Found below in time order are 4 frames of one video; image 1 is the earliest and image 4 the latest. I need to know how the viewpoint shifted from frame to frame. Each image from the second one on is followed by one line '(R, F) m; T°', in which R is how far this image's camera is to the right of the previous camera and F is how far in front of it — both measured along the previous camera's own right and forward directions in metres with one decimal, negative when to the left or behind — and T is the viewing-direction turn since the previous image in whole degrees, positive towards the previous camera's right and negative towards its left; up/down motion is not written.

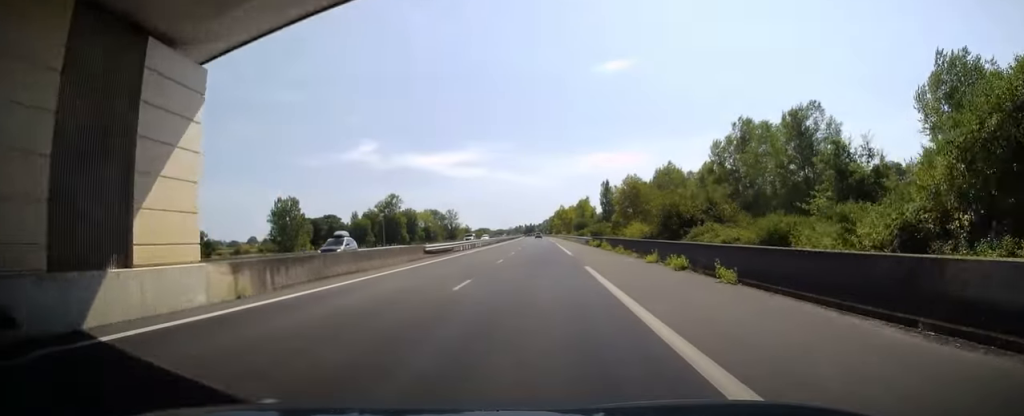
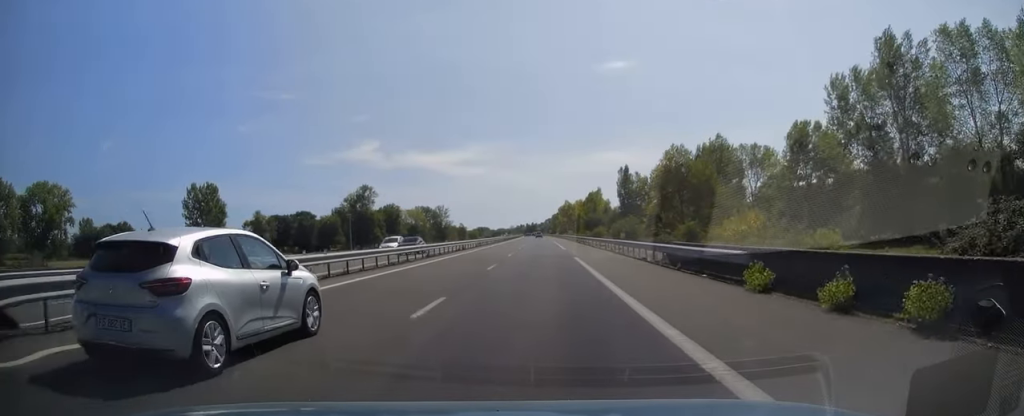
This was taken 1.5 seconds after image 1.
(-0.2, +44.2) m; 0°
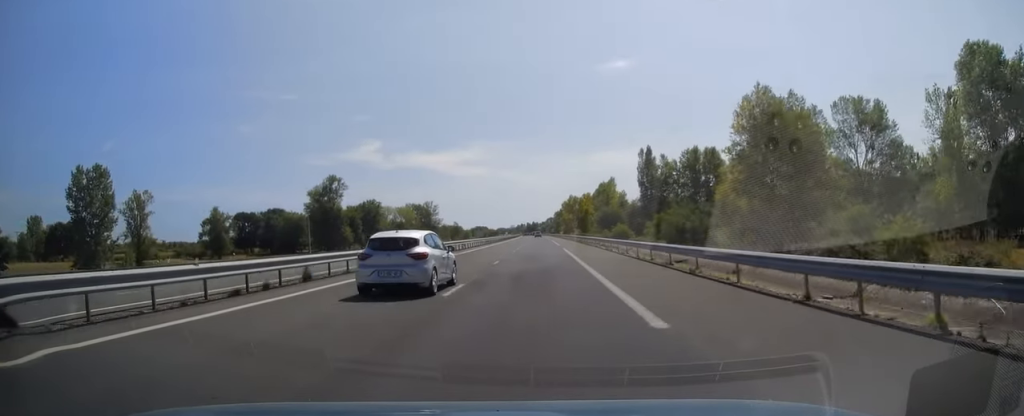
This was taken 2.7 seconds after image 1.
(0.0, +35.8) m; 0°
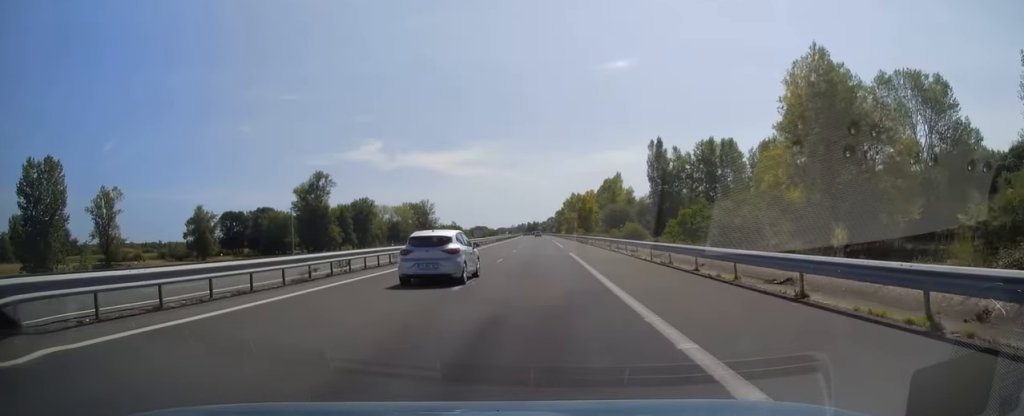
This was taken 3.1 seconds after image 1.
(-0.1, +11.8) m; 0°
